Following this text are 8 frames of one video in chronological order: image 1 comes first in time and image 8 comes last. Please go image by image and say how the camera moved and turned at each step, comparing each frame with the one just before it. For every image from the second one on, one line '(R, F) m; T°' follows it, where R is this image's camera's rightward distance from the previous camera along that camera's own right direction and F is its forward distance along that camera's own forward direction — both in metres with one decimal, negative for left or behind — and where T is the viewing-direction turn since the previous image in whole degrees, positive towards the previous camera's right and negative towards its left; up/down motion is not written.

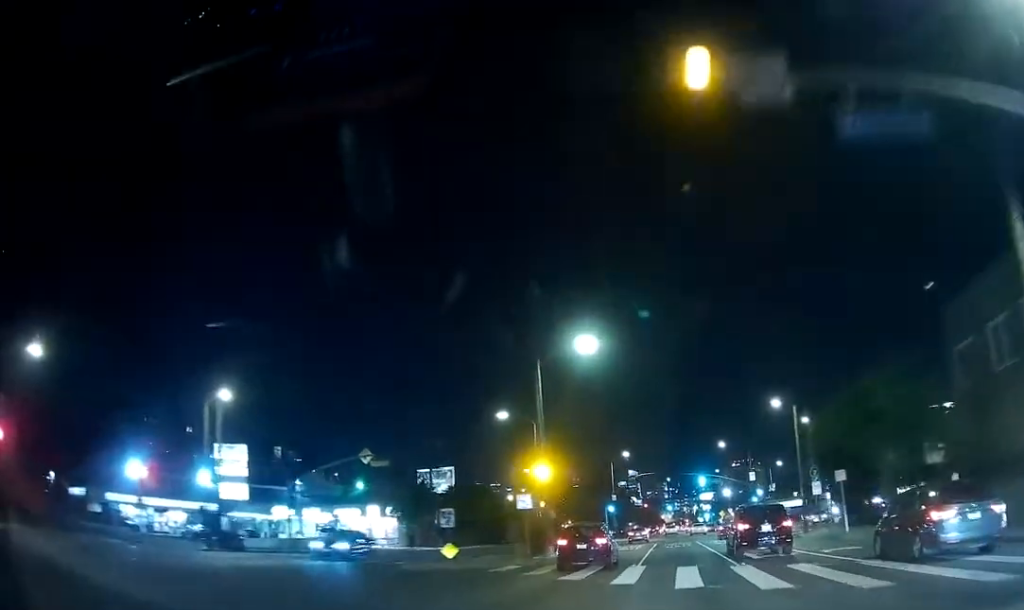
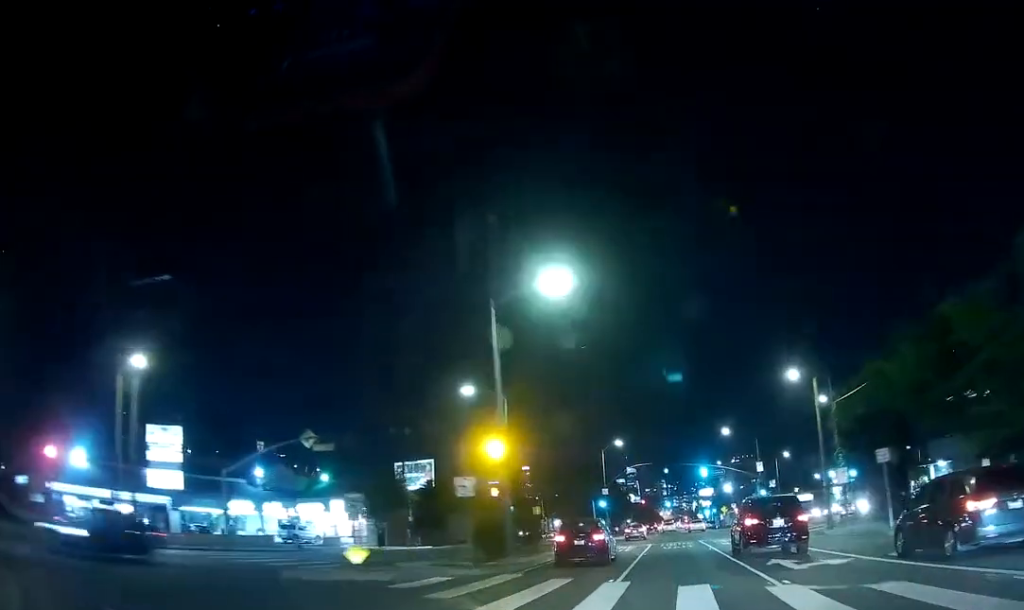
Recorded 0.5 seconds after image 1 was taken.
(-0.2, +9.1) m; -1°
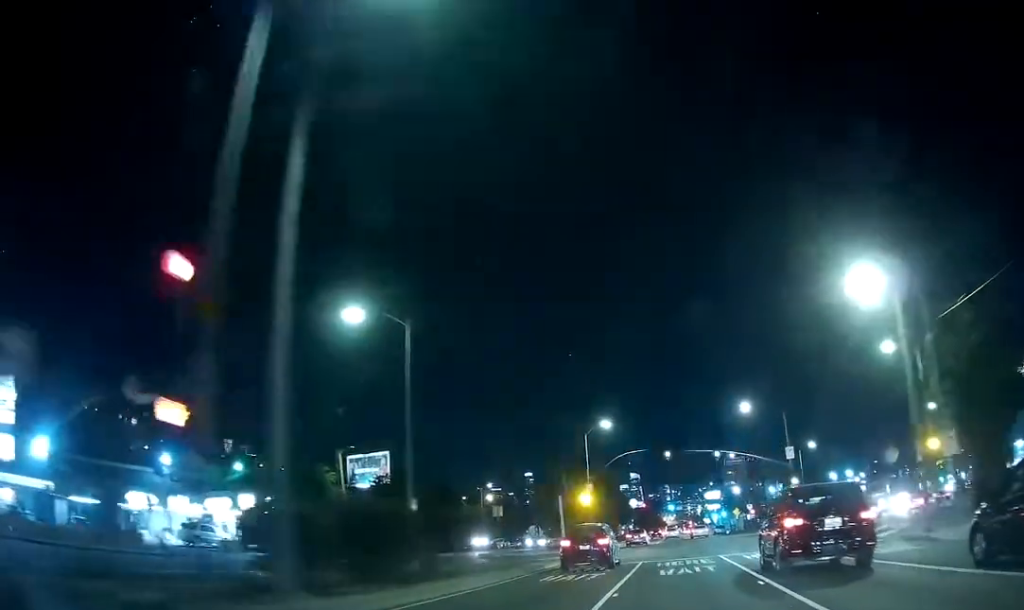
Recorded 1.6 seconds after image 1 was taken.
(+0.1, +17.8) m; +2°
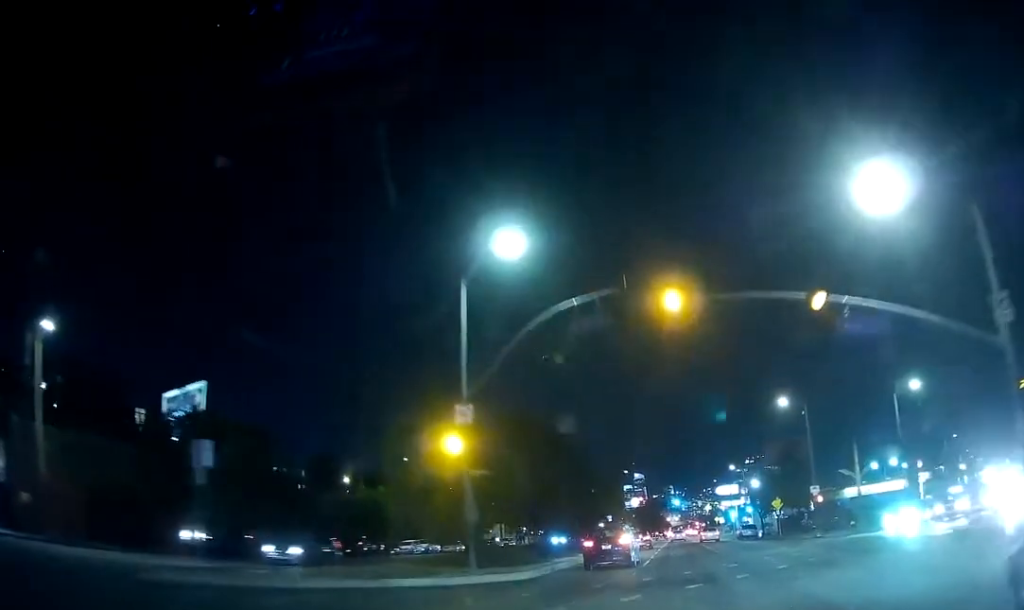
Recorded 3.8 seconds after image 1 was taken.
(-0.3, +38.4) m; -2°
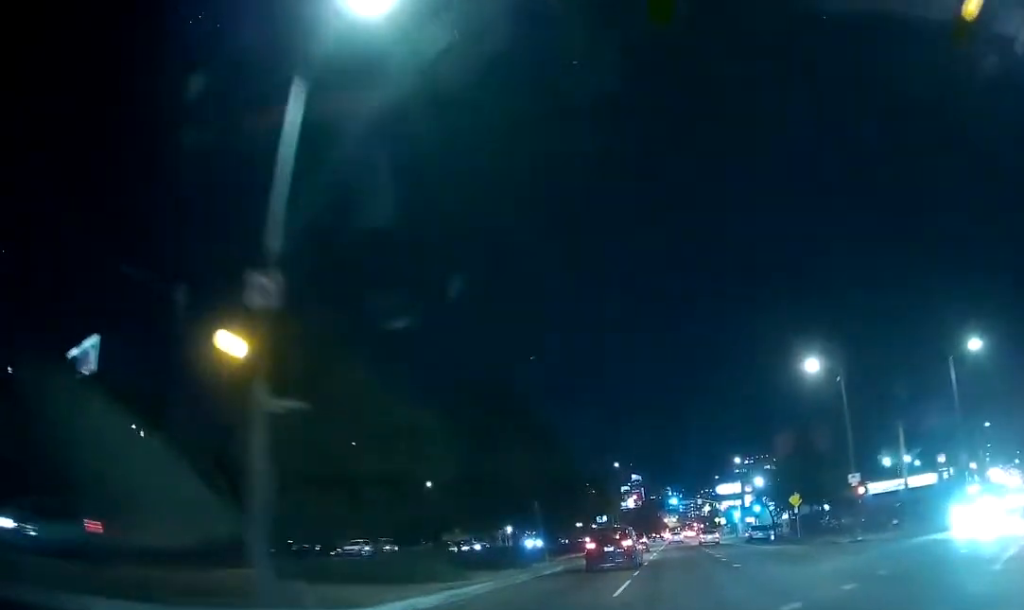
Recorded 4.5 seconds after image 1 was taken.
(-0.1, +11.4) m; +2°
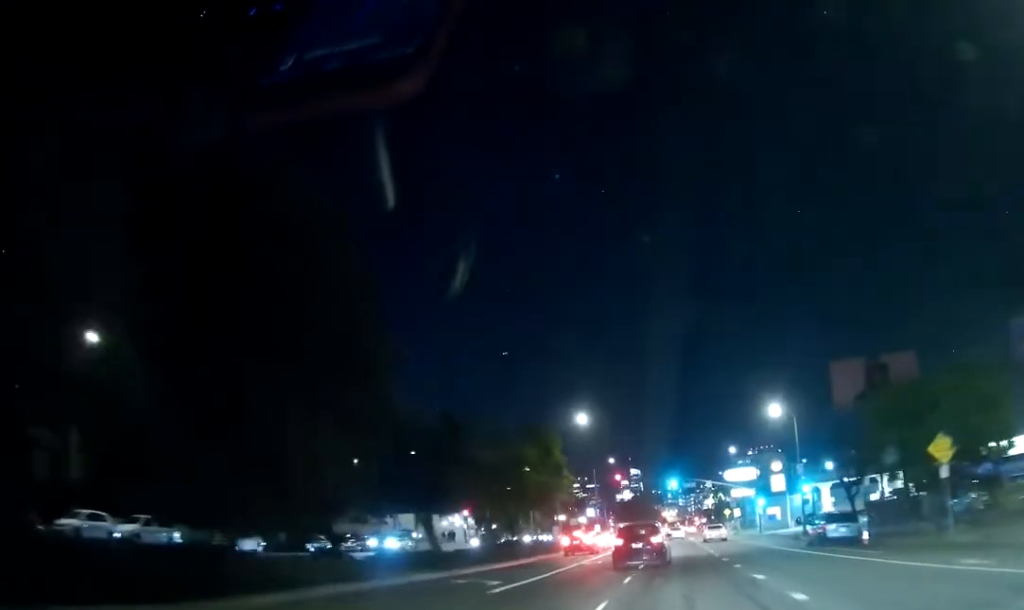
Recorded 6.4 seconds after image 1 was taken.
(+0.1, +33.3) m; 0°
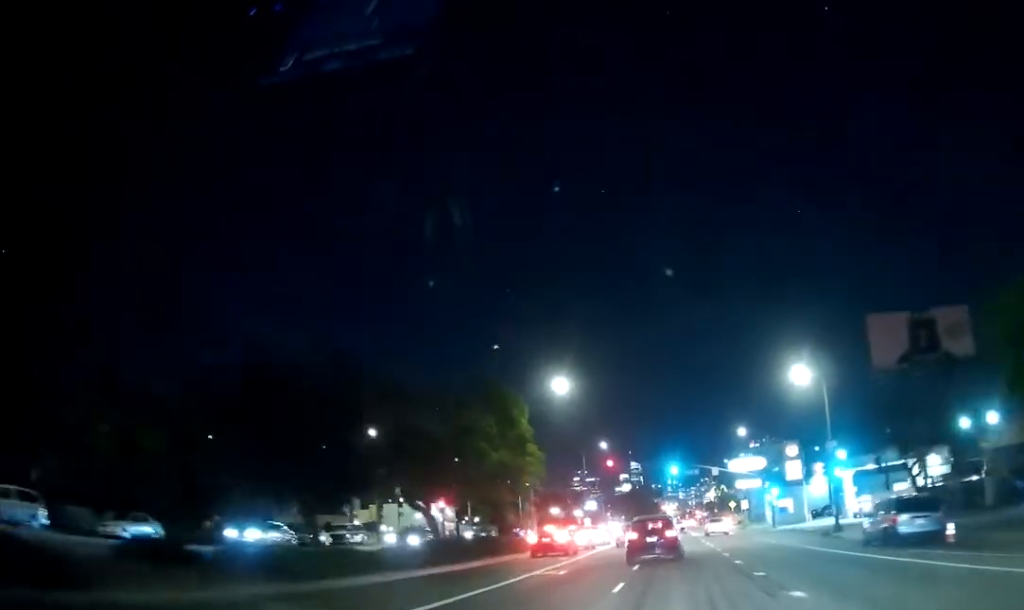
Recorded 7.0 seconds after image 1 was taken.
(+0.3, +11.7) m; 0°
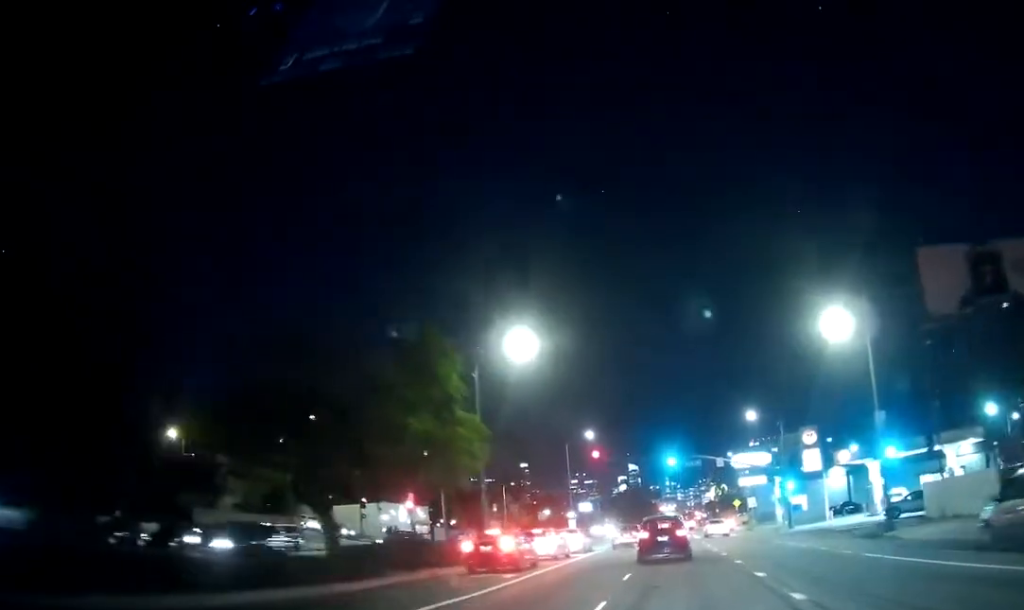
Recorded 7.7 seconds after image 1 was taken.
(+0.2, +11.6) m; 0°
